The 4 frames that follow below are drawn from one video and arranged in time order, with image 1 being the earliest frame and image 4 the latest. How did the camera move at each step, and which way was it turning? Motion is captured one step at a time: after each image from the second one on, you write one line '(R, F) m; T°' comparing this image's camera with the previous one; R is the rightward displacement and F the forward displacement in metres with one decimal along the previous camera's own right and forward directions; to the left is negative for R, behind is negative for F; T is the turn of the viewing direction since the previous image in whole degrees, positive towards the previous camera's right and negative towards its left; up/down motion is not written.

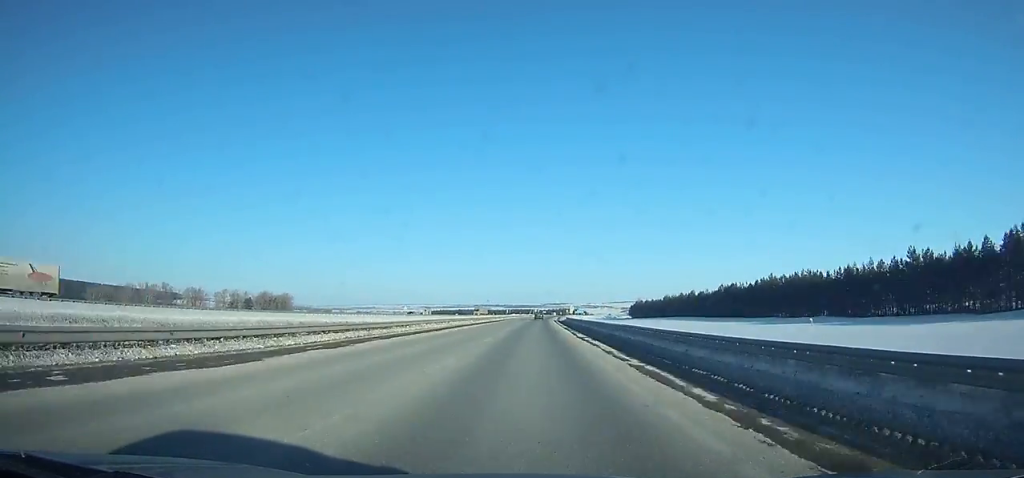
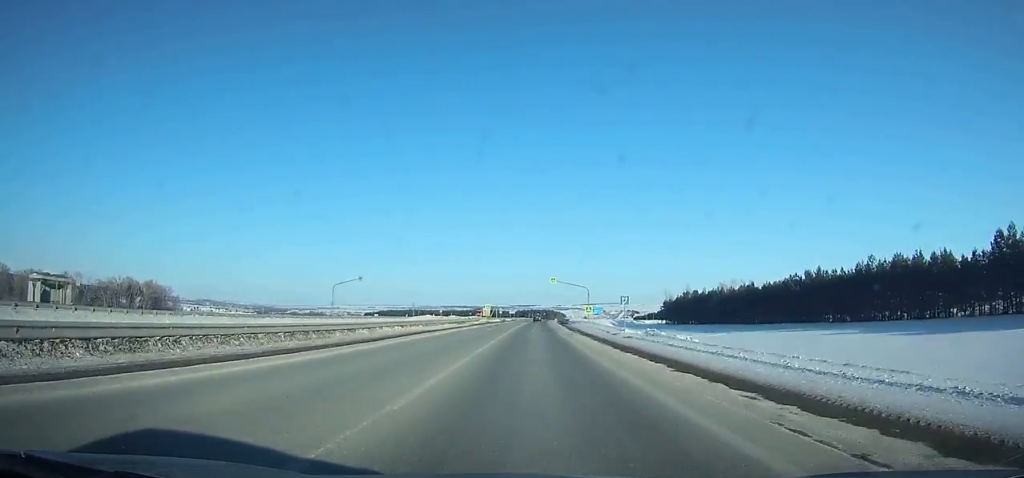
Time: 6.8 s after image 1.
(+2.9, +177.4) m; +2°
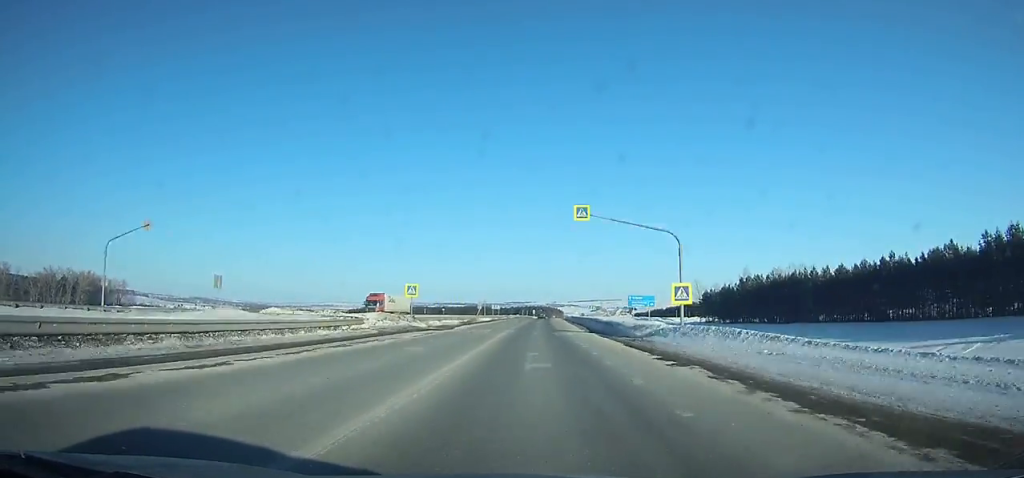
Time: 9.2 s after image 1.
(+0.4, +62.2) m; +1°
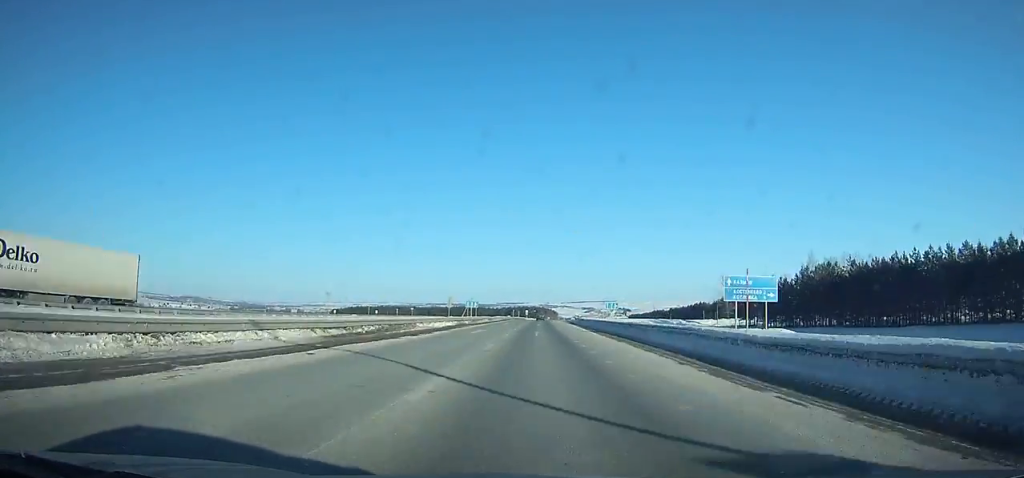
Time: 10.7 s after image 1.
(+0.2, +38.9) m; +1°
